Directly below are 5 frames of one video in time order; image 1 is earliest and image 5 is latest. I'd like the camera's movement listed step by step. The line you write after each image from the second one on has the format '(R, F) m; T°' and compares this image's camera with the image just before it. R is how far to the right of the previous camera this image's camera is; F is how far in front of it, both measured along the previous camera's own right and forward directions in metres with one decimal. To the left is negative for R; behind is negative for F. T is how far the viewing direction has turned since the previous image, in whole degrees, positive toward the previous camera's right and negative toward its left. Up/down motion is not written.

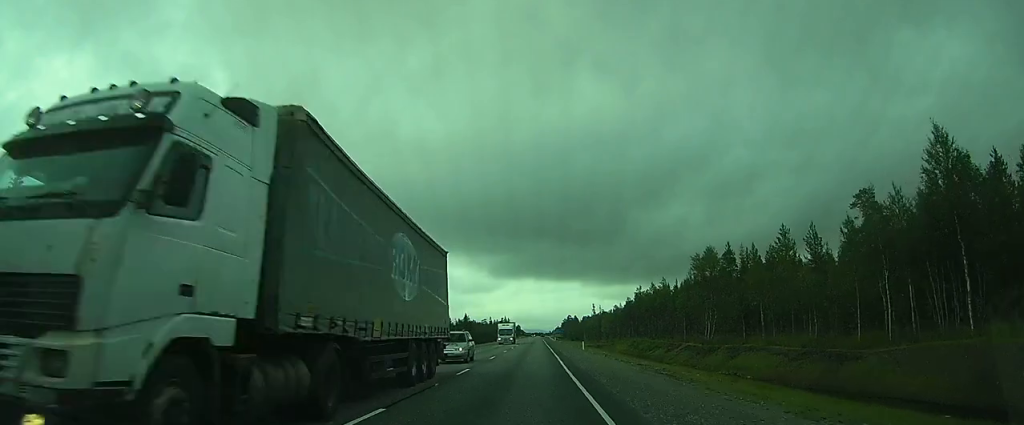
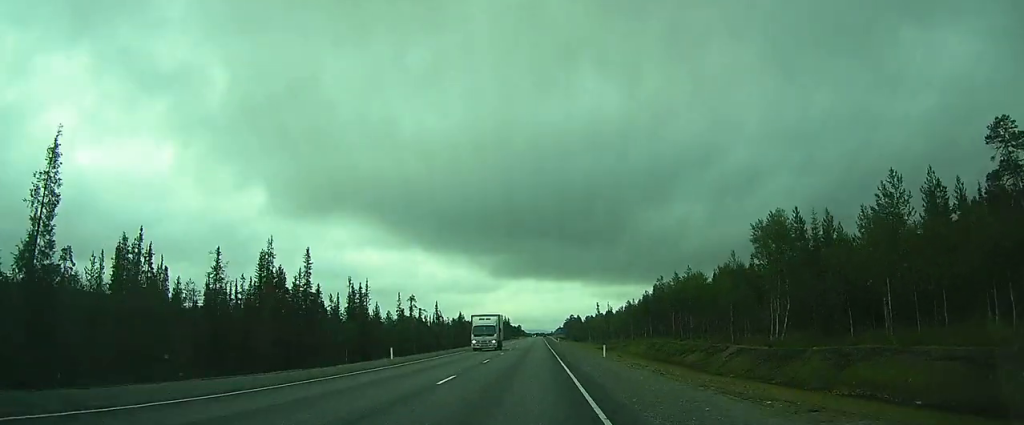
(+0.1, +15.9) m; 0°
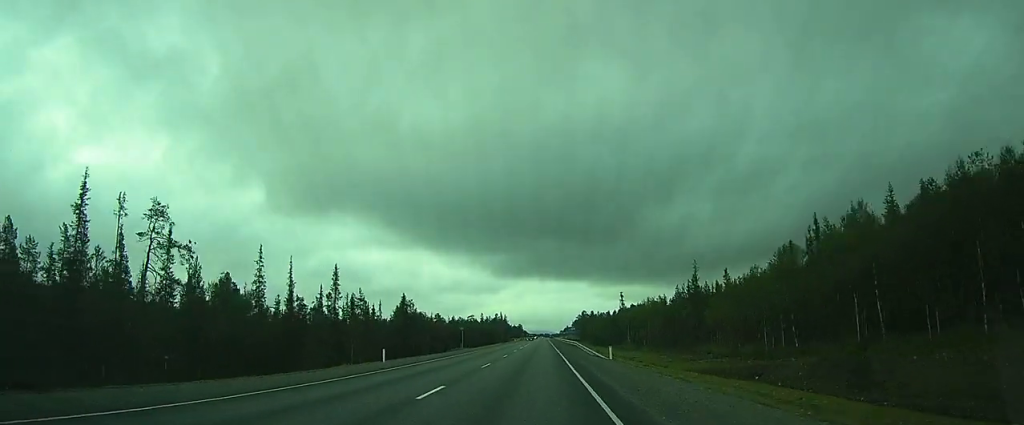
(+0.4, +74.6) m; 0°
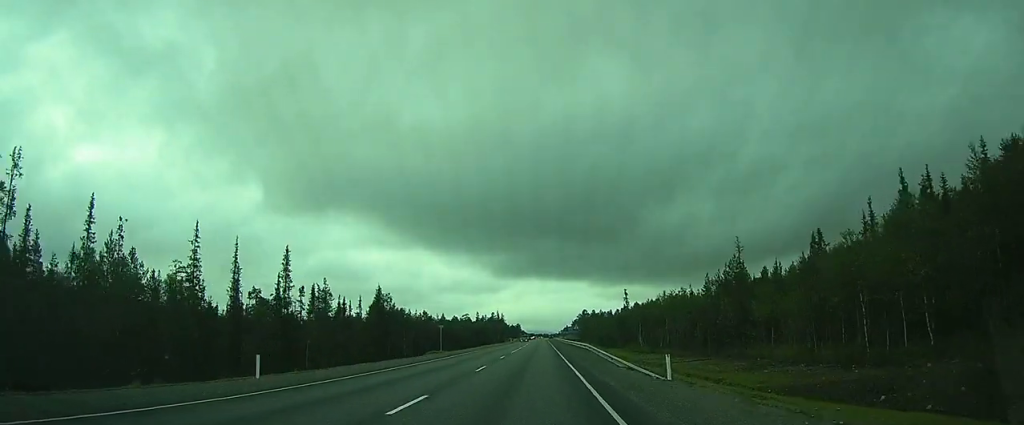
(0.0, +14.4) m; 0°
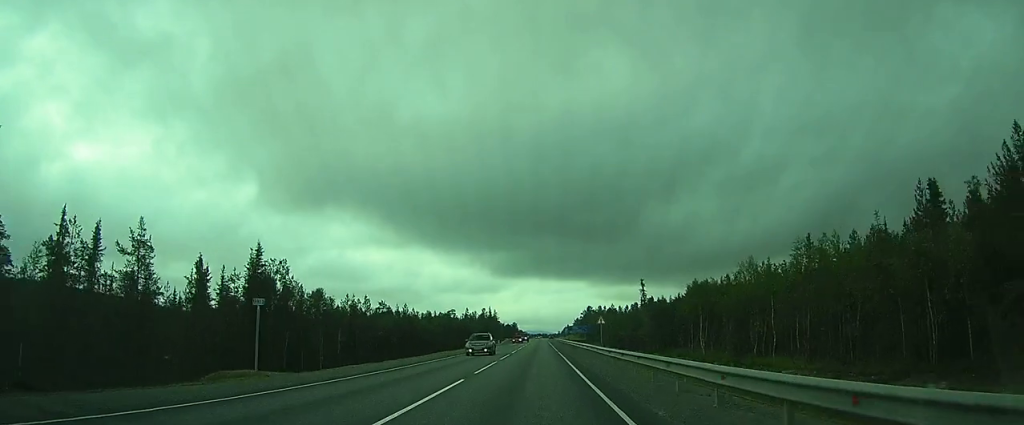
(0.0, +37.5) m; 0°
